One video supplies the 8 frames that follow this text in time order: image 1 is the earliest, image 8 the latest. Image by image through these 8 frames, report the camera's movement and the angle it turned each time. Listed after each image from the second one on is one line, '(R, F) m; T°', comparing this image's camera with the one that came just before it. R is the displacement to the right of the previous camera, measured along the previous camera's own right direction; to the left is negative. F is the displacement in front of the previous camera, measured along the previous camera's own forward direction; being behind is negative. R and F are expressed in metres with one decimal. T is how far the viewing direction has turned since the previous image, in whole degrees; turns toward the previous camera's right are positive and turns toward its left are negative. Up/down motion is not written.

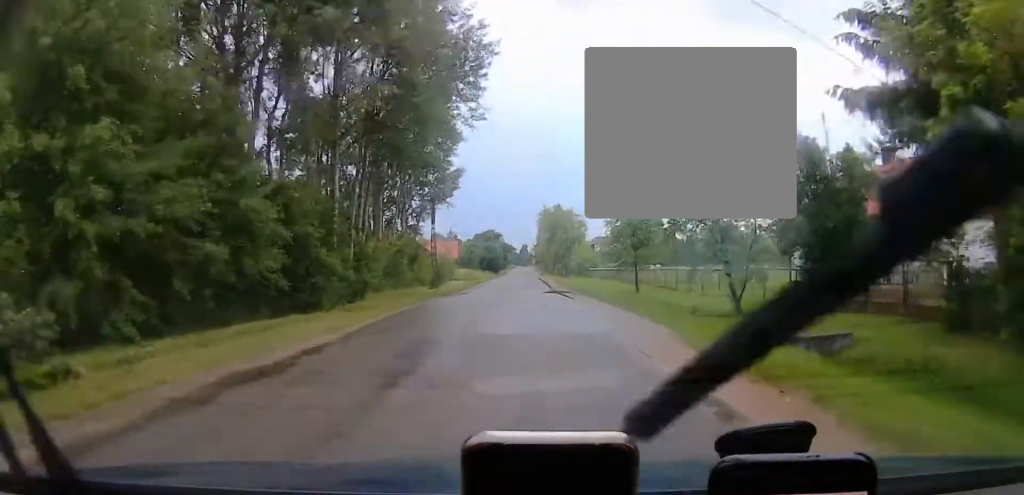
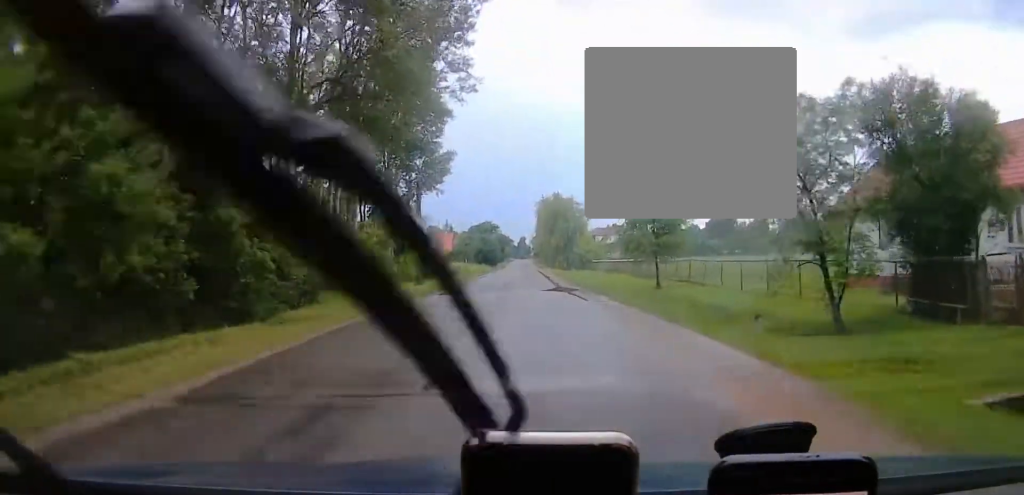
(0.0, +6.6) m; 0°
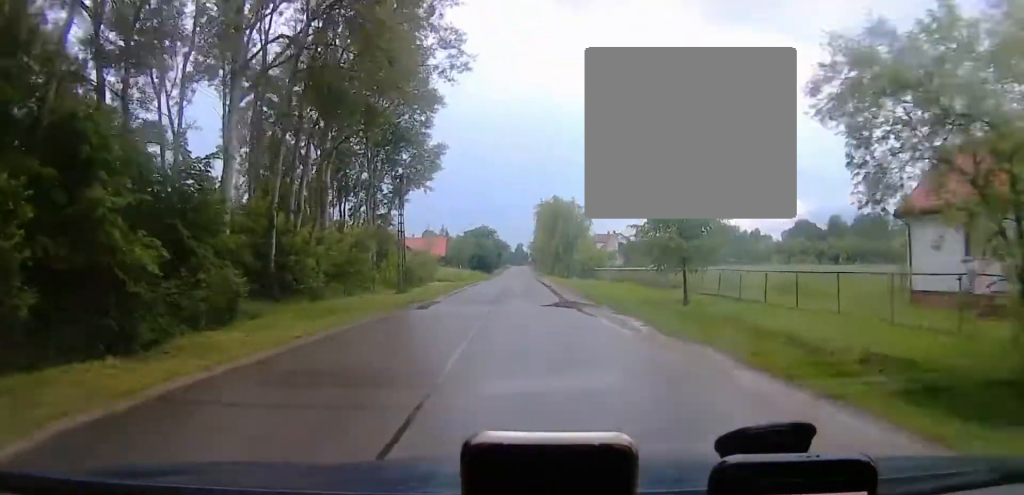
(0.0, +5.6) m; 0°
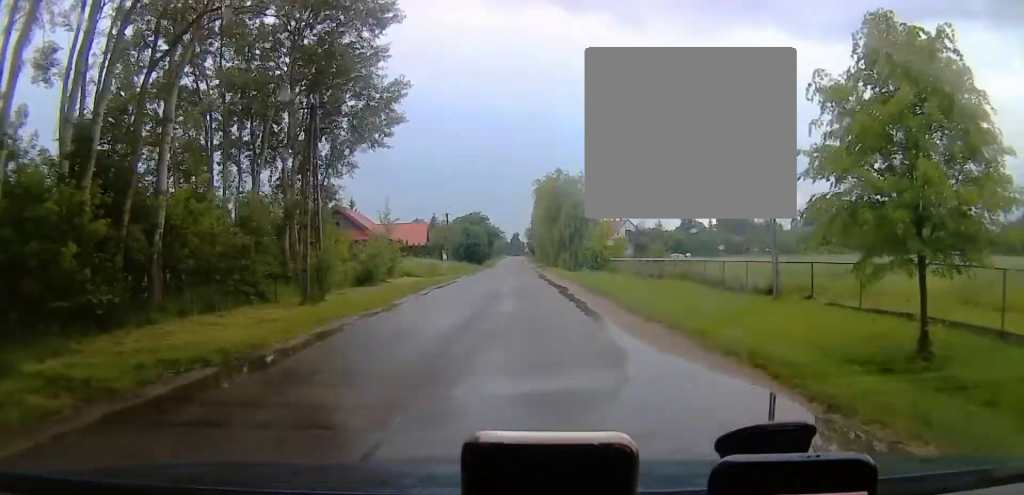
(0.0, +16.3) m; 0°
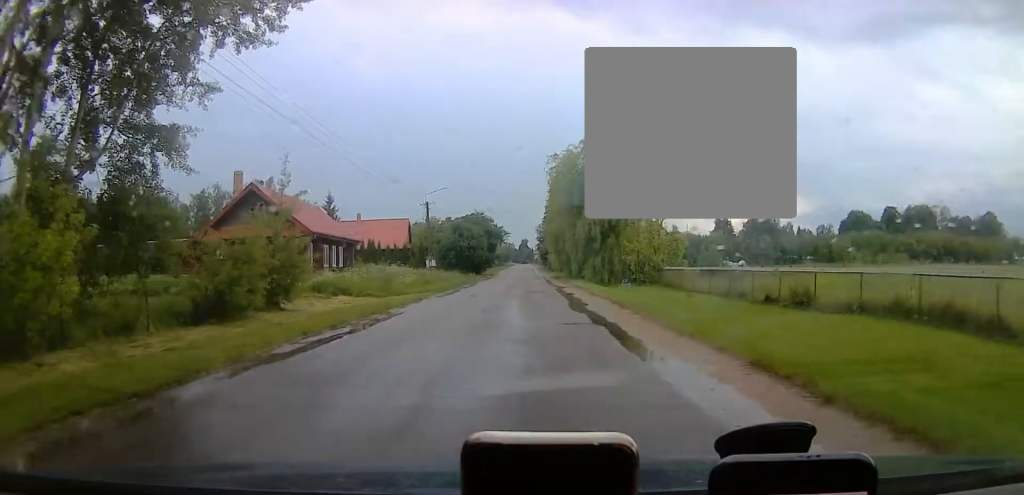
(+0.6, +20.9) m; 0°
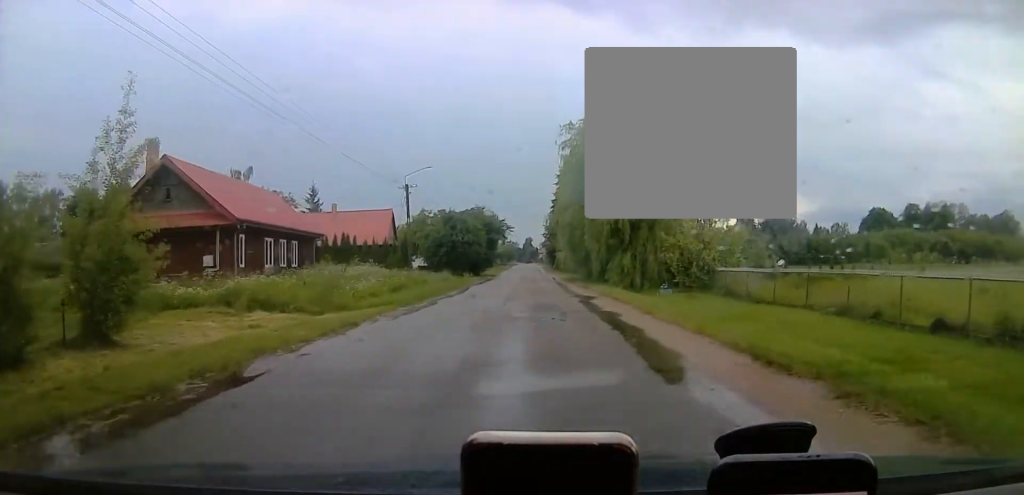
(-0.5, +11.2) m; 0°
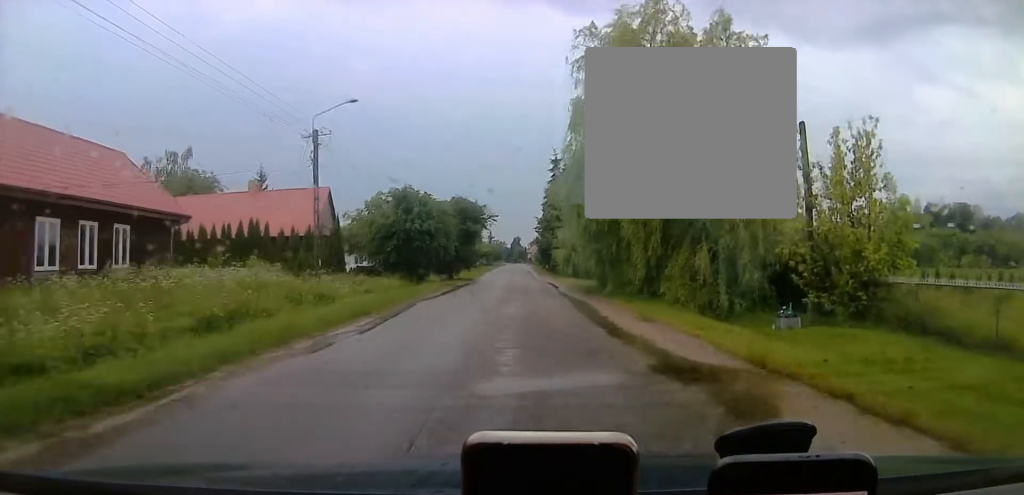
(+0.5, +16.8) m; 0°
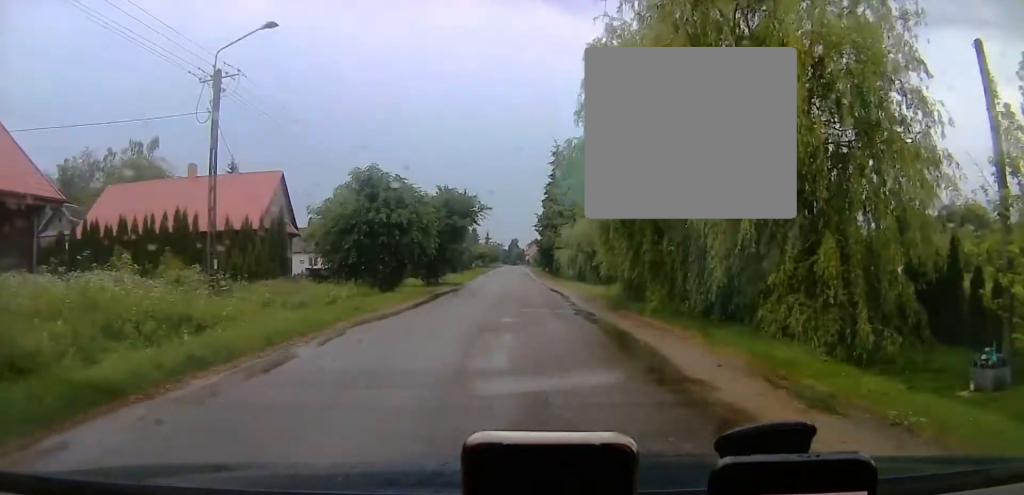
(-0.5, +8.6) m; 0°
